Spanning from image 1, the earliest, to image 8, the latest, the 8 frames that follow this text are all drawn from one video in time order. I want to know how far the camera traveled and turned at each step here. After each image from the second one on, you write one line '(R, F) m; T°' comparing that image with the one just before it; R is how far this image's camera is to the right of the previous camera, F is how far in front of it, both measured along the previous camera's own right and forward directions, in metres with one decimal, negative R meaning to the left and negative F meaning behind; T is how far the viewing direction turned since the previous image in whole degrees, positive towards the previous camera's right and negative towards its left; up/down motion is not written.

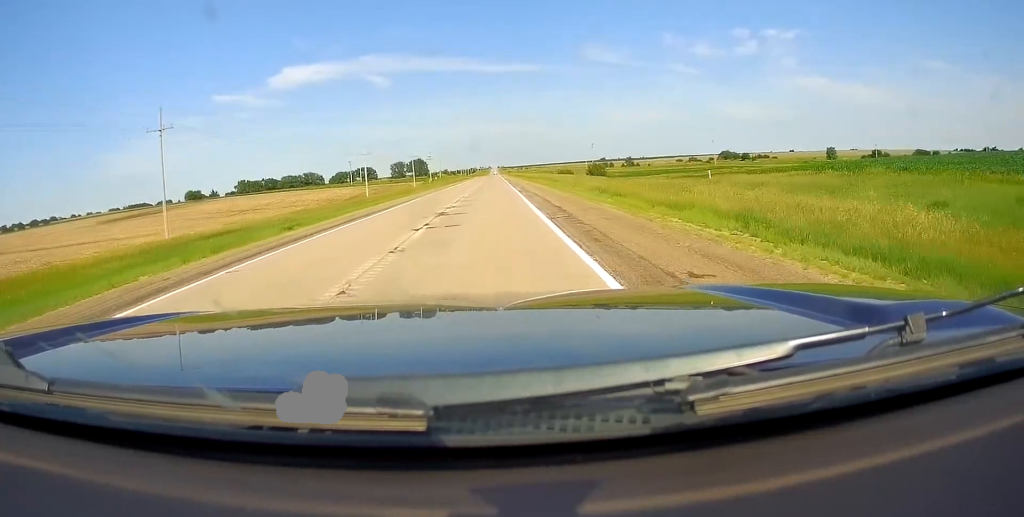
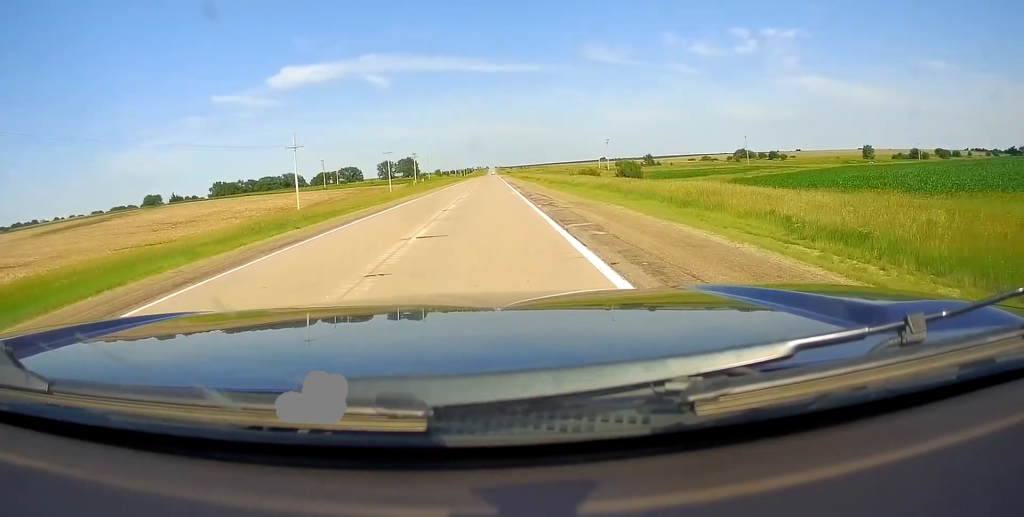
(0.0, +37.4) m; 0°
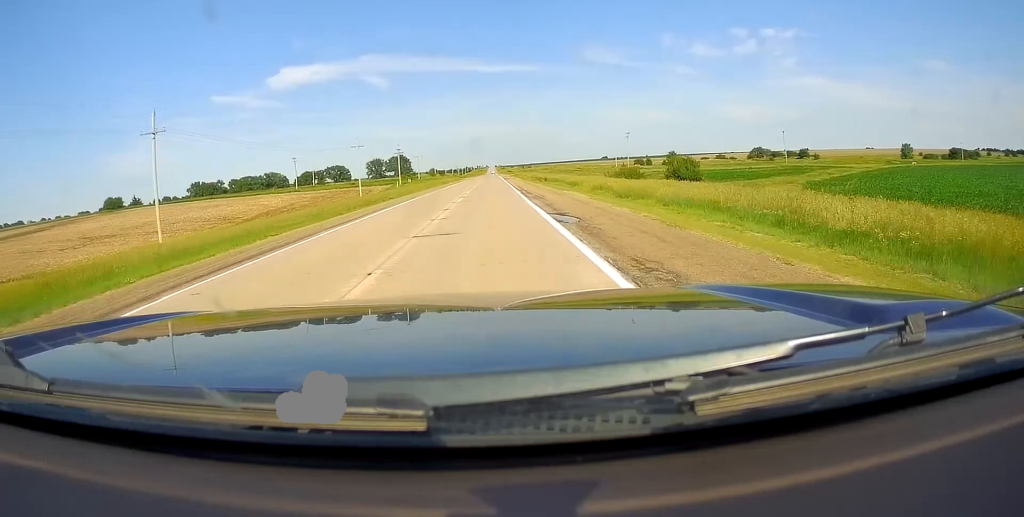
(0.0, +31.4) m; 0°
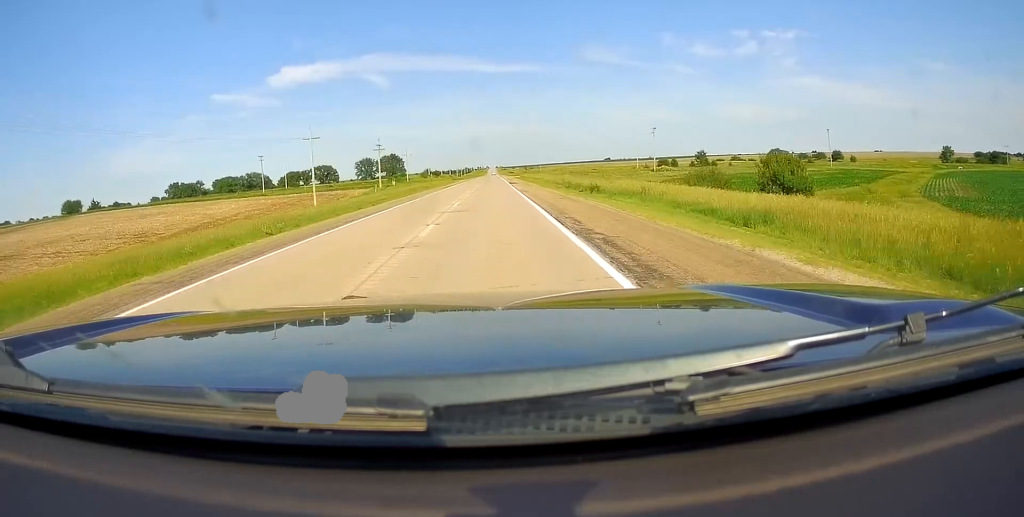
(0.0, +28.3) m; 0°
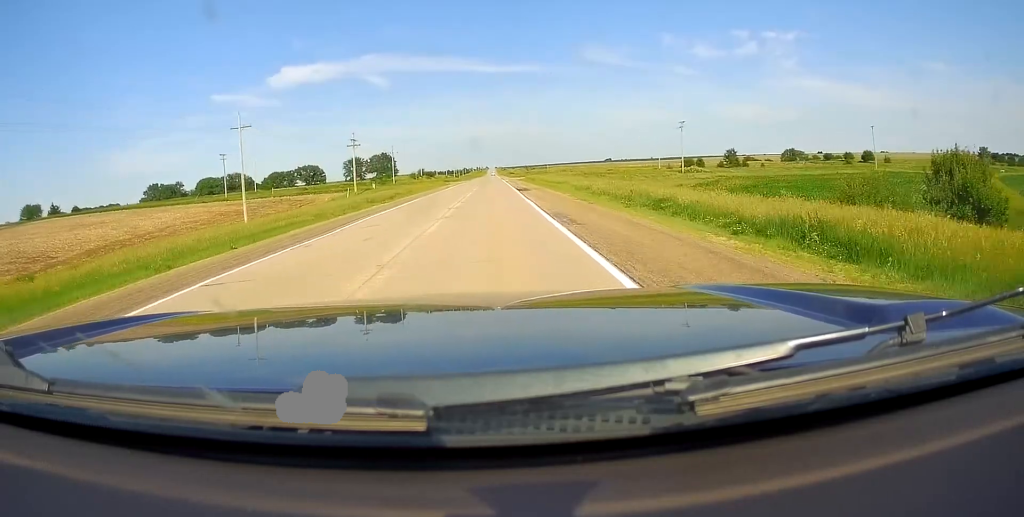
(0.0, +22.9) m; 0°
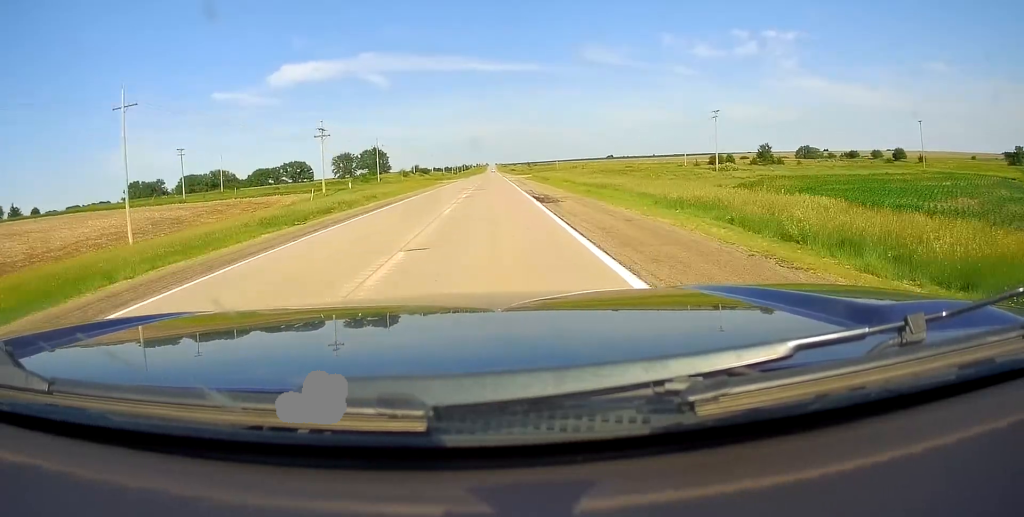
(0.0, +19.9) m; 0°
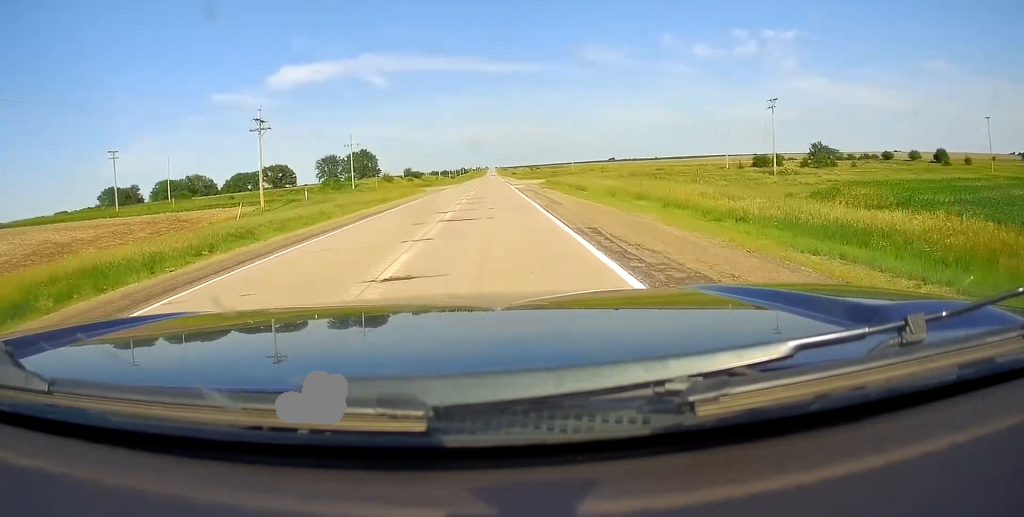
(0.0, +23.4) m; 0°
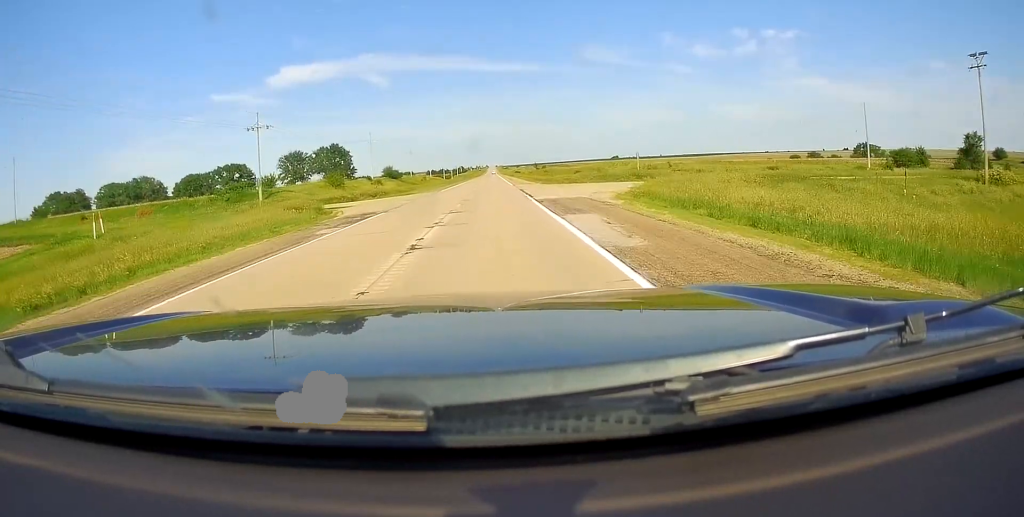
(0.0, +42.9) m; 0°
